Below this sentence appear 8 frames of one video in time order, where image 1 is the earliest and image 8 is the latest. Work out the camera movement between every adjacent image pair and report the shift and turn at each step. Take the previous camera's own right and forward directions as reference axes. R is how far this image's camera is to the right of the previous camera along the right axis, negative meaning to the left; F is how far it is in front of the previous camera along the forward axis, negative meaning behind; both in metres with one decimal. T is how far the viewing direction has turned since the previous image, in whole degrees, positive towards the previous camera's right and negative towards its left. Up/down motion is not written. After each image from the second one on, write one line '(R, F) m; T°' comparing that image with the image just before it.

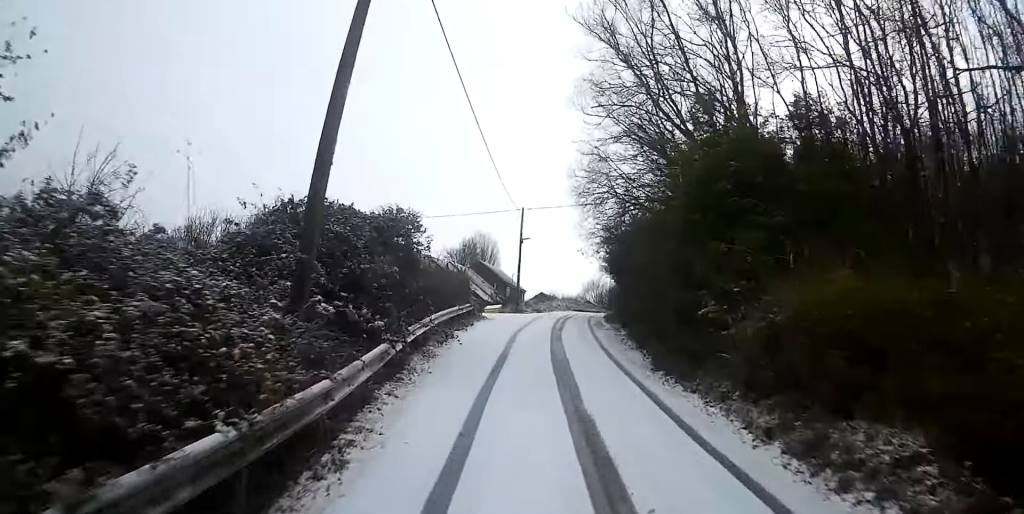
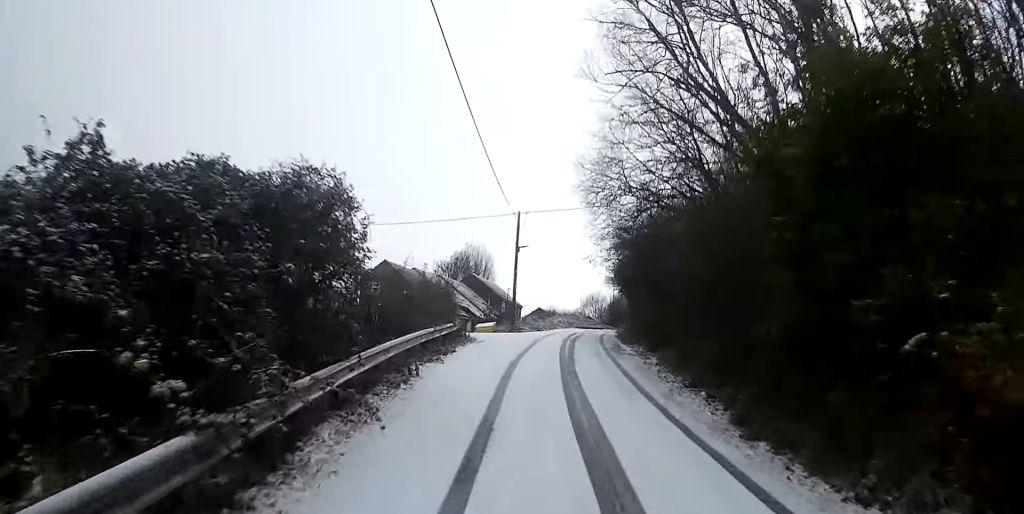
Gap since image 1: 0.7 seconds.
(+0.1, +5.7) m; +1°
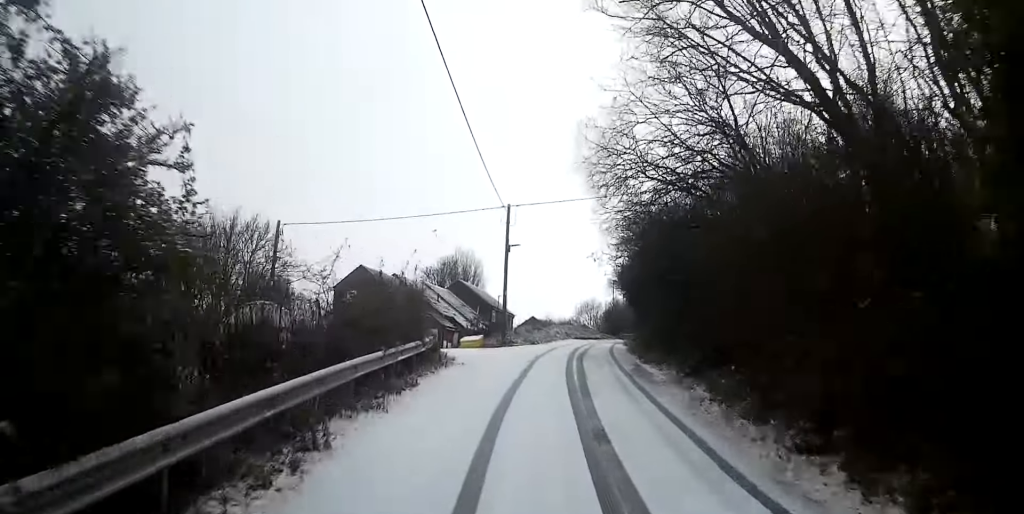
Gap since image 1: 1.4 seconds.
(+0.1, +5.4) m; +1°
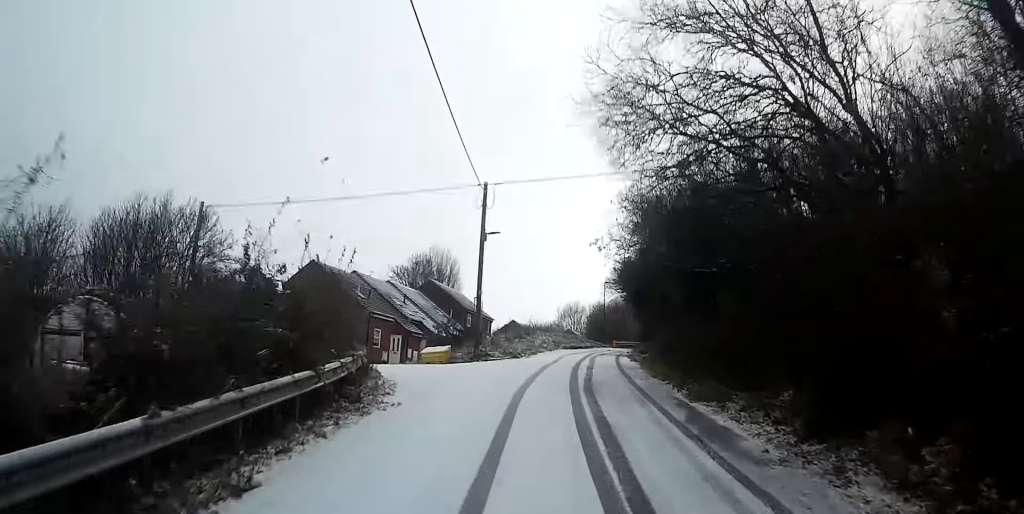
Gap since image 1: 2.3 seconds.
(0.0, +7.3) m; -1°
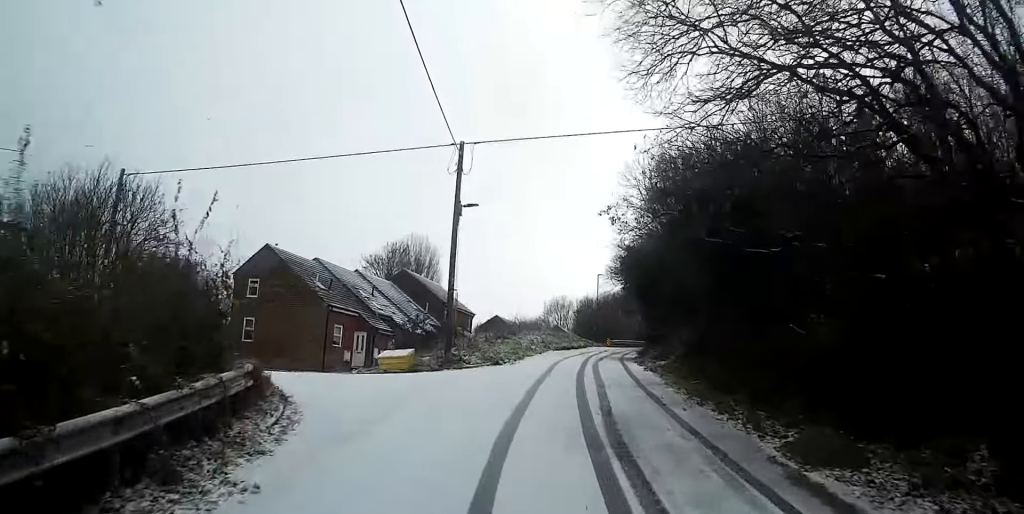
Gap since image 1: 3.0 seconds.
(-0.1, +5.6) m; +1°
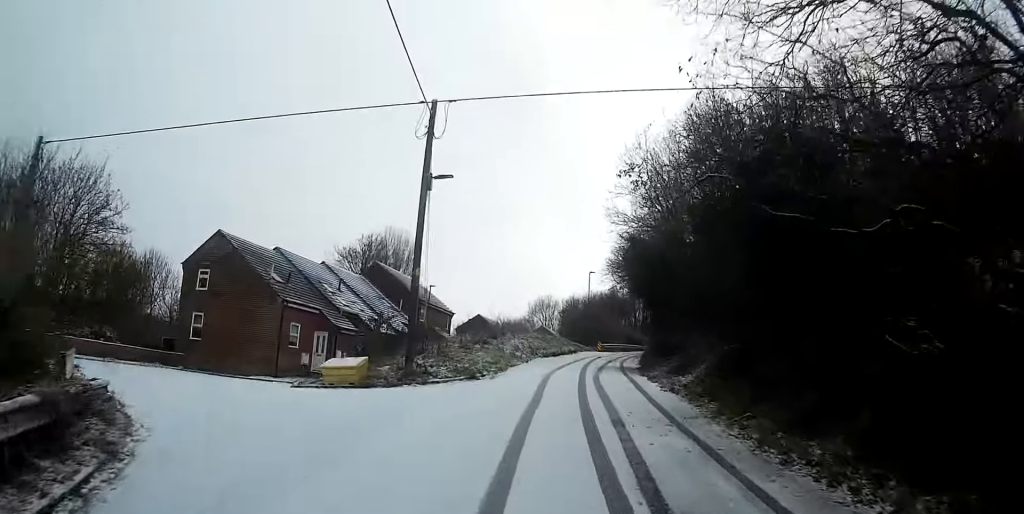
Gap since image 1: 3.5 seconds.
(0.0, +4.5) m; +1°
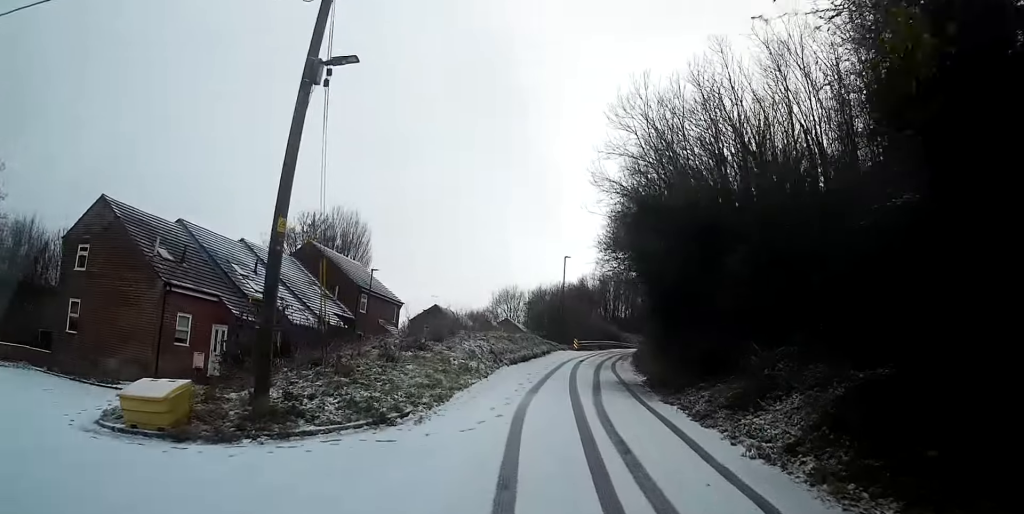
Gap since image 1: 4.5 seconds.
(+0.3, +7.9) m; +3°
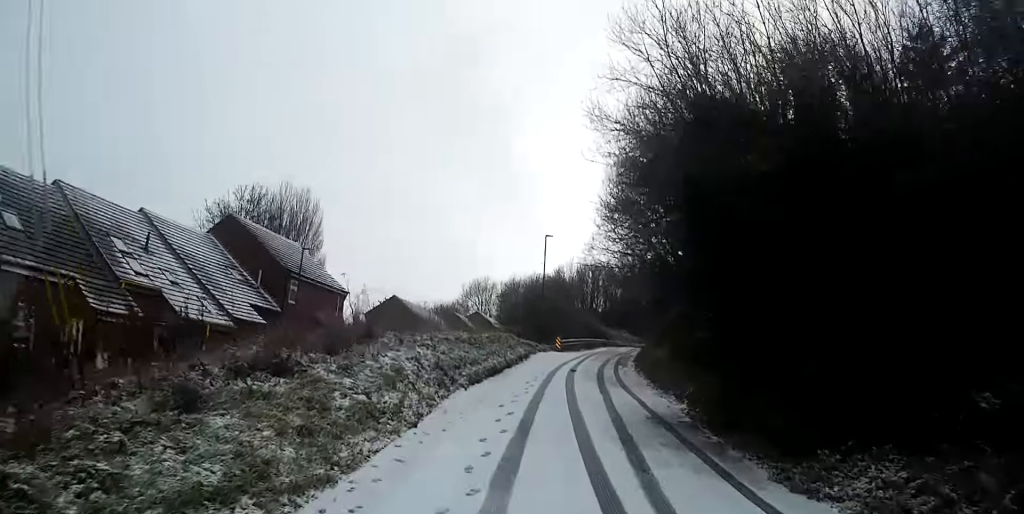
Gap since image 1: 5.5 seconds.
(+0.1, +7.7) m; +1°
